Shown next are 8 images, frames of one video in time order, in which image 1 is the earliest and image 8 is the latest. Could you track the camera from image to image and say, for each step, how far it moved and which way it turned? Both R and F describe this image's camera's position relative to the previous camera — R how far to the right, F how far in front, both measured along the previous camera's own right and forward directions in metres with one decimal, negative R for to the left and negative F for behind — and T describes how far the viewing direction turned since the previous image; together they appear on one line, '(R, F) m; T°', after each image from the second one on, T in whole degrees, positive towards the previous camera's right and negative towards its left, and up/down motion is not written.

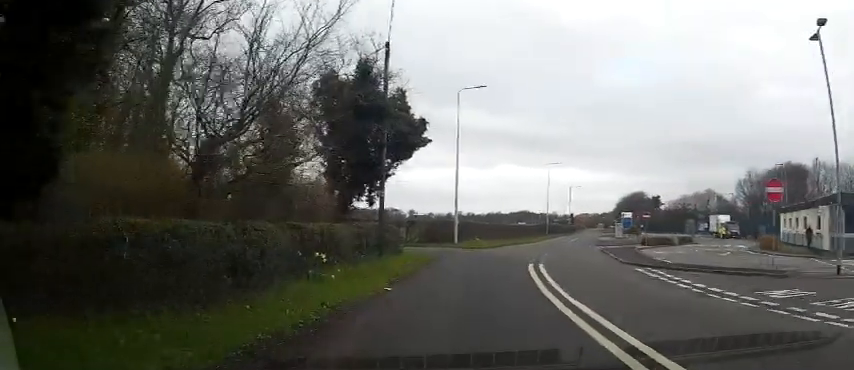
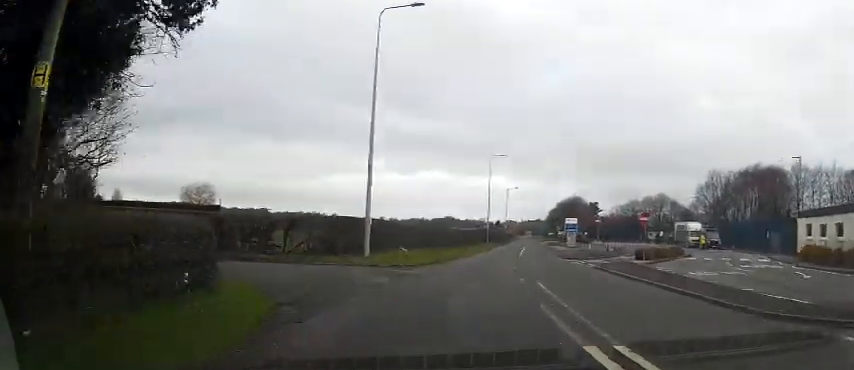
(+0.8, +13.1) m; +6°
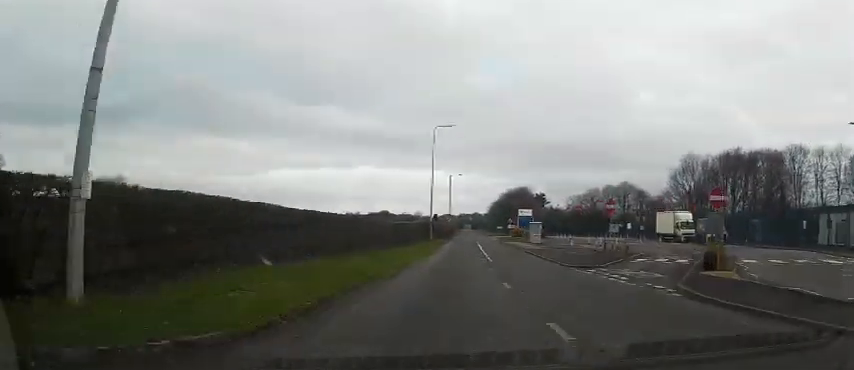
(+0.9, +14.4) m; +7°
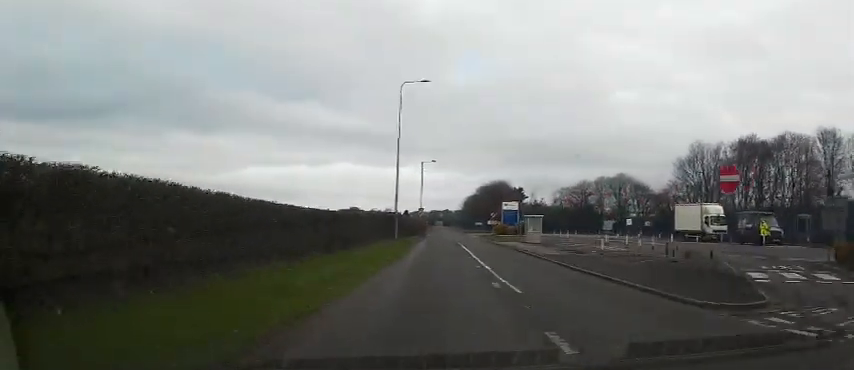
(+0.7, +13.2) m; +5°
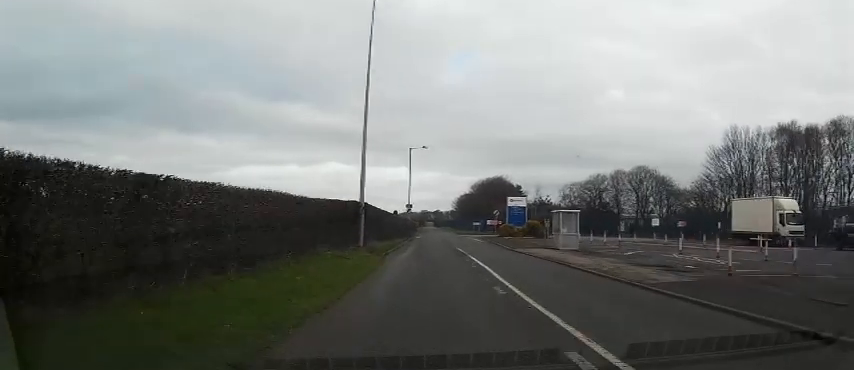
(+0.3, +12.9) m; +2°
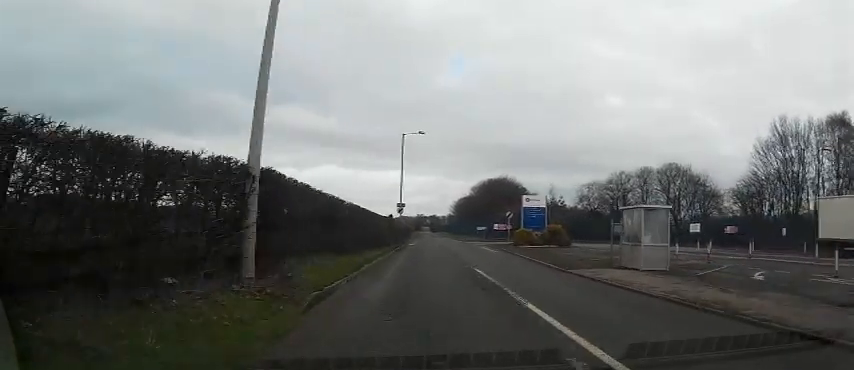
(+0.2, +12.0) m; +1°
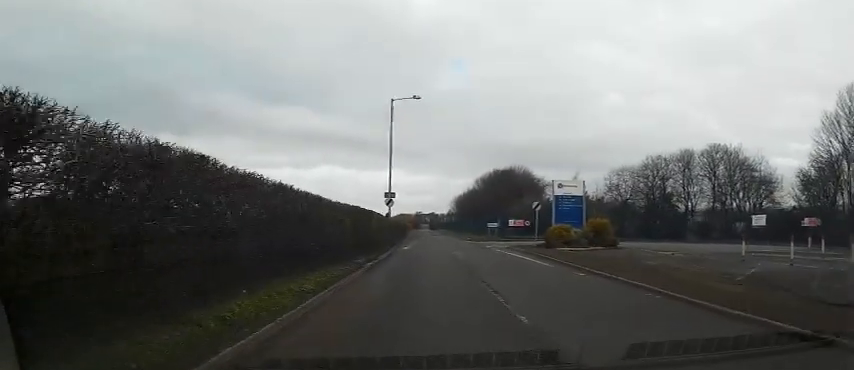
(0.0, +13.0) m; 0°
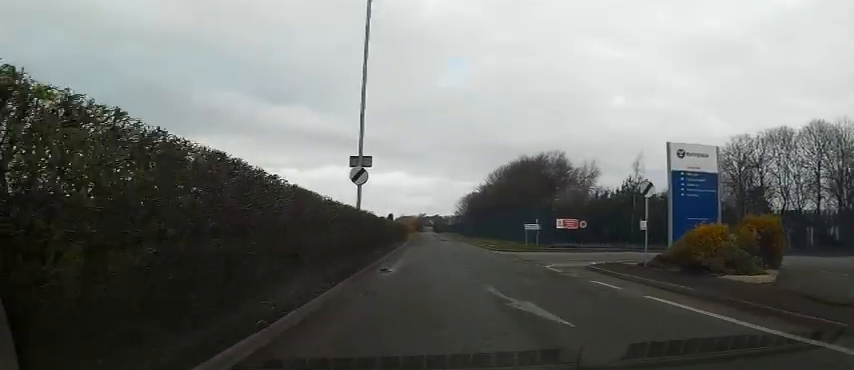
(0.0, +18.1) m; 0°
